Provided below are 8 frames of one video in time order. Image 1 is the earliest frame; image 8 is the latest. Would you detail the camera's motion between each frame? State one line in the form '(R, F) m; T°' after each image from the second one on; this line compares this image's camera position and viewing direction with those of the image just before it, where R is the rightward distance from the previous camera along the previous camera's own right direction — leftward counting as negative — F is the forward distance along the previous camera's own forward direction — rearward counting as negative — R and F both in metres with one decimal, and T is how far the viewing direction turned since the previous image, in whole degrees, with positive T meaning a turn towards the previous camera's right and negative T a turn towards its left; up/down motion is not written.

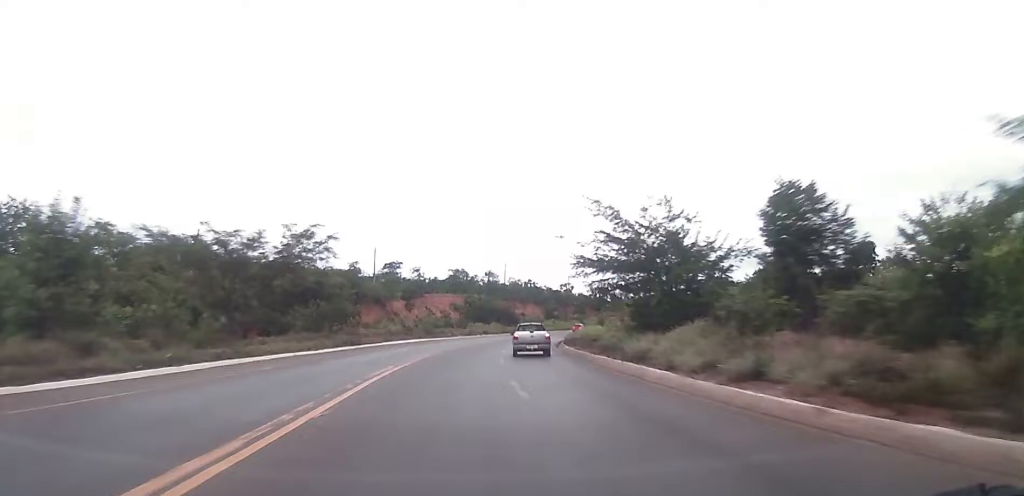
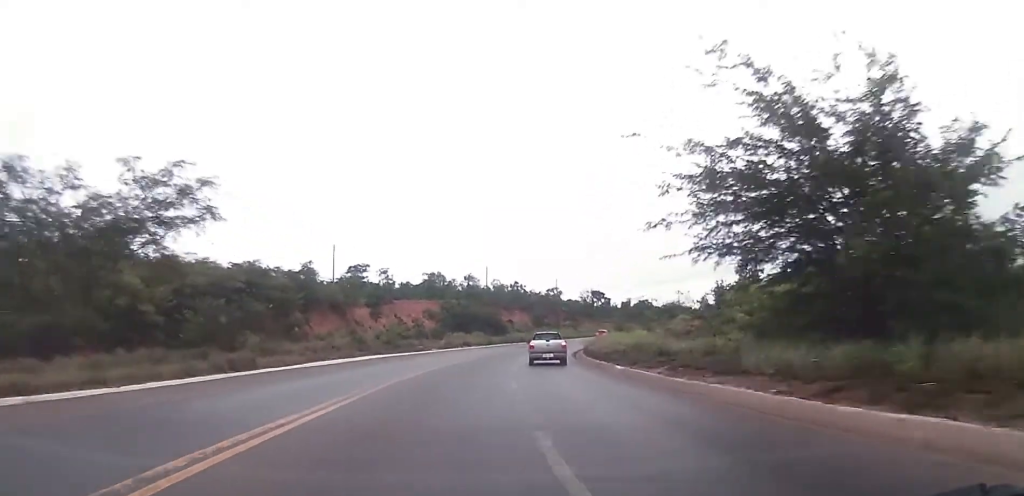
(+0.3, +19.7) m; +2°
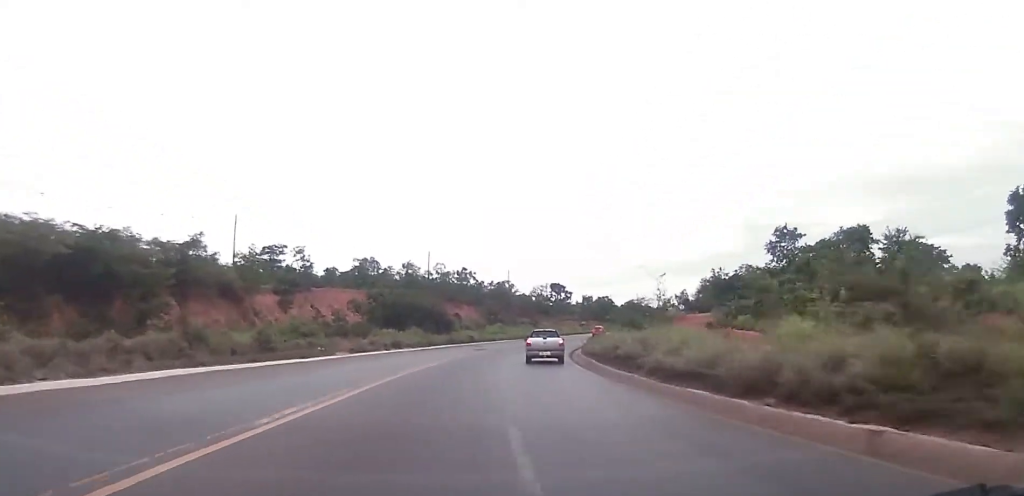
(+0.6, +23.3) m; +4°
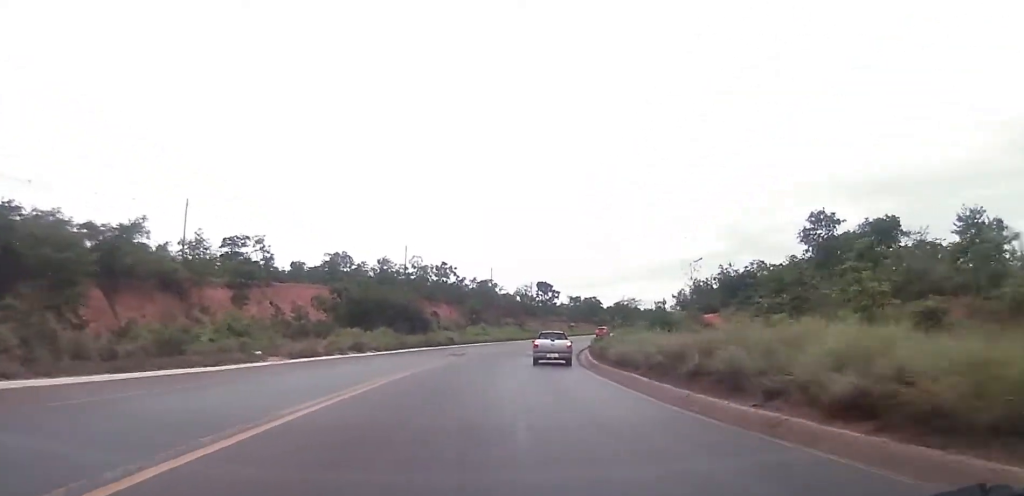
(+0.2, +10.2) m; +2°
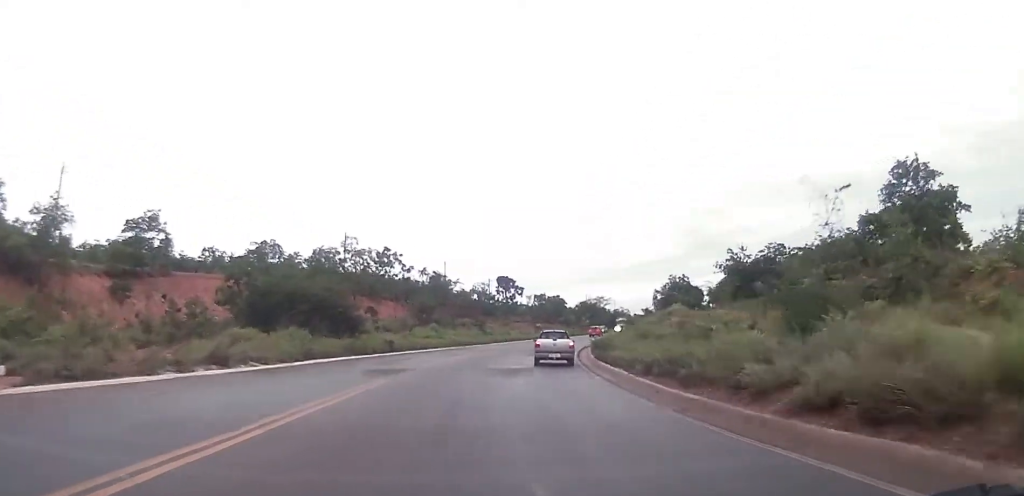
(+0.6, +17.6) m; +3°
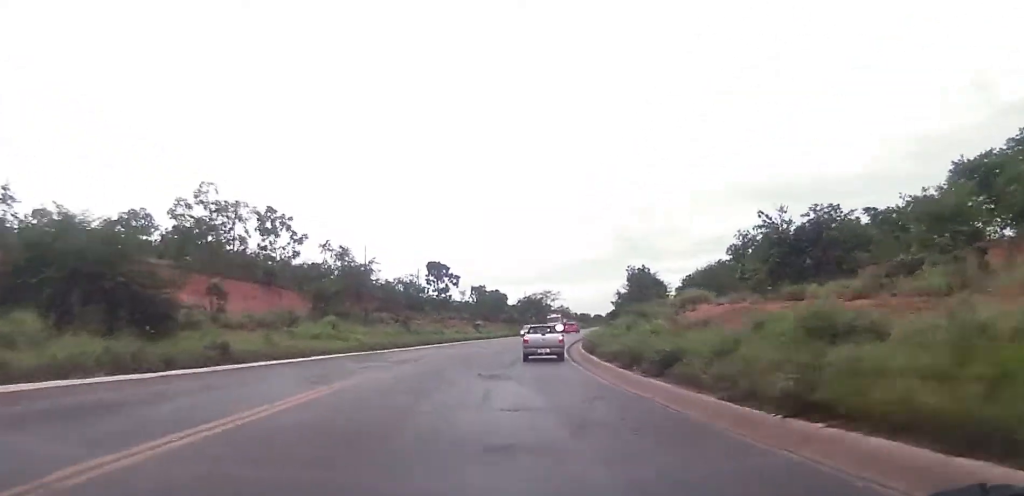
(+0.7, +22.9) m; +6°
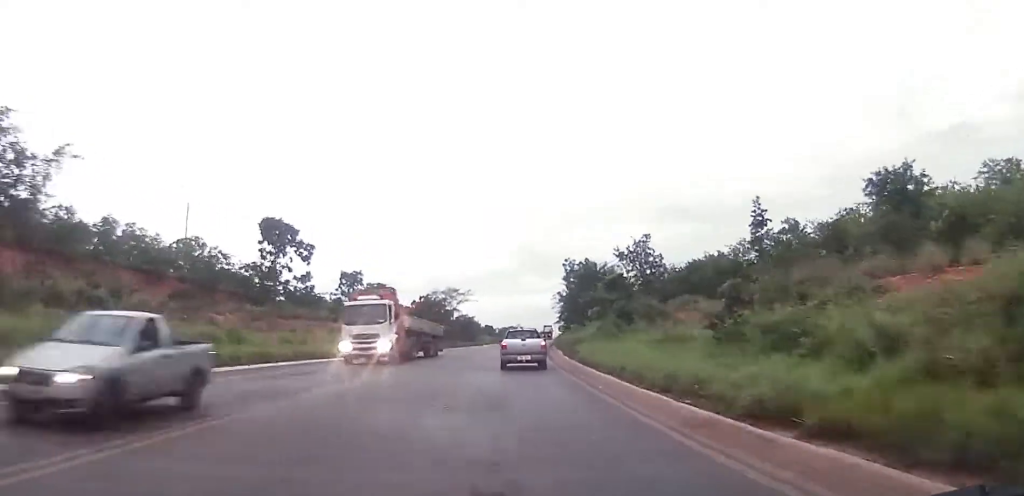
(+3.5, +40.1) m; +9°
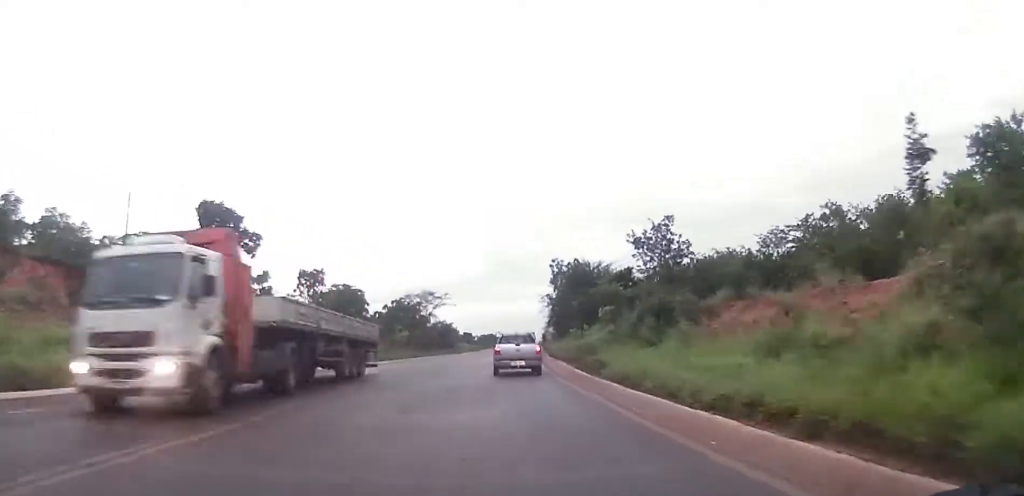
(+0.3, +10.0) m; +2°
